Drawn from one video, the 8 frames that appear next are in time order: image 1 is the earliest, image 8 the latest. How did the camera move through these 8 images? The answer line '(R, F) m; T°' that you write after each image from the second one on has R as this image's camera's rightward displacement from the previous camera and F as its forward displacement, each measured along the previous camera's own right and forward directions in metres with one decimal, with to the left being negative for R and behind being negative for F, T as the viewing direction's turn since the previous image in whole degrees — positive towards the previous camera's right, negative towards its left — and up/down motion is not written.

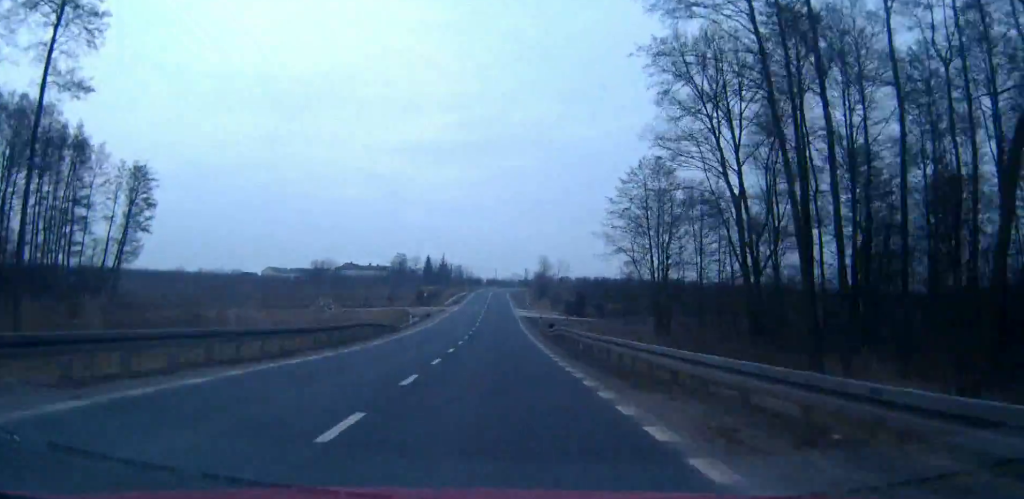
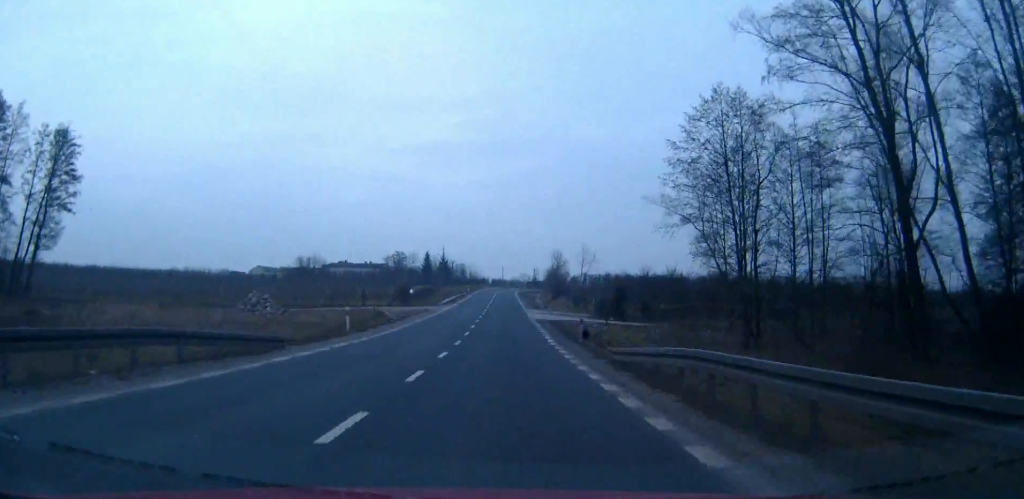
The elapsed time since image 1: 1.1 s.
(0.0, +23.7) m; 0°
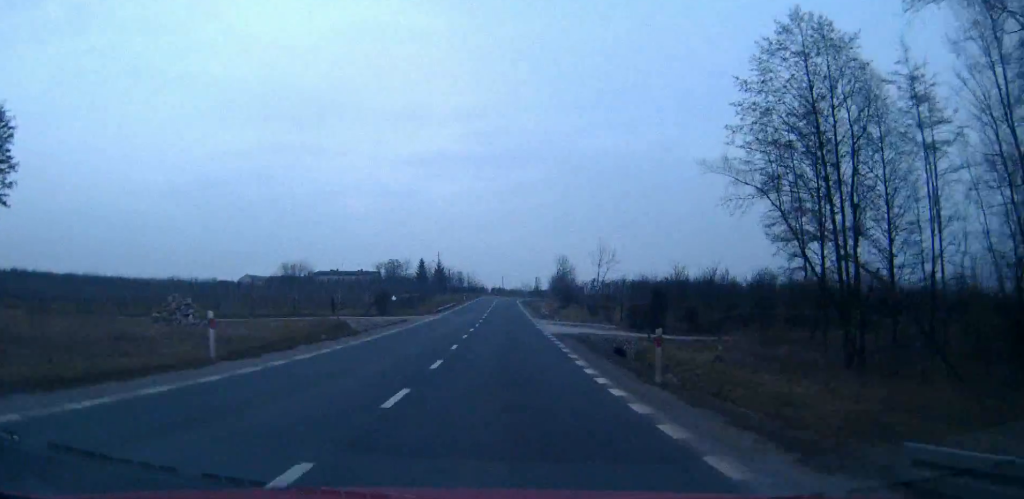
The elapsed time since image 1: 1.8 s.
(0.0, +14.5) m; 0°
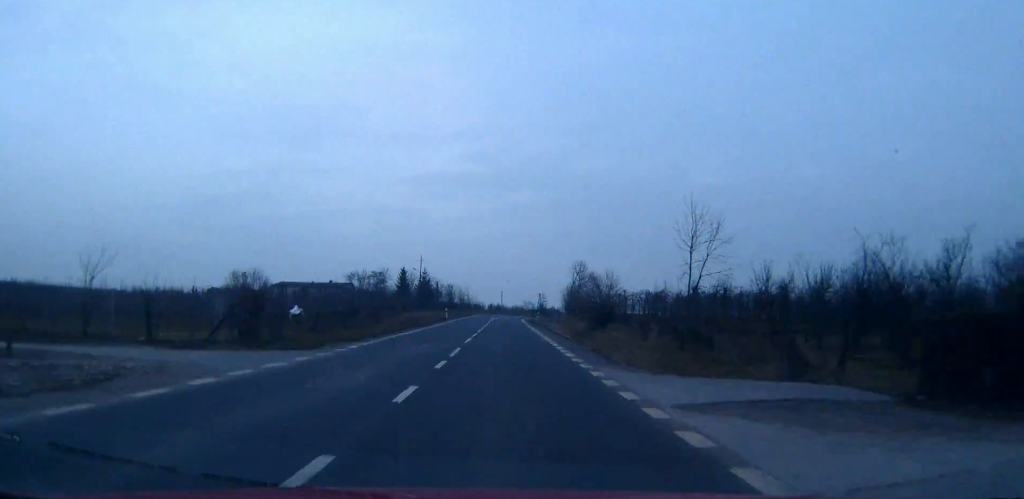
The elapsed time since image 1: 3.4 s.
(0.0, +34.9) m; 0°
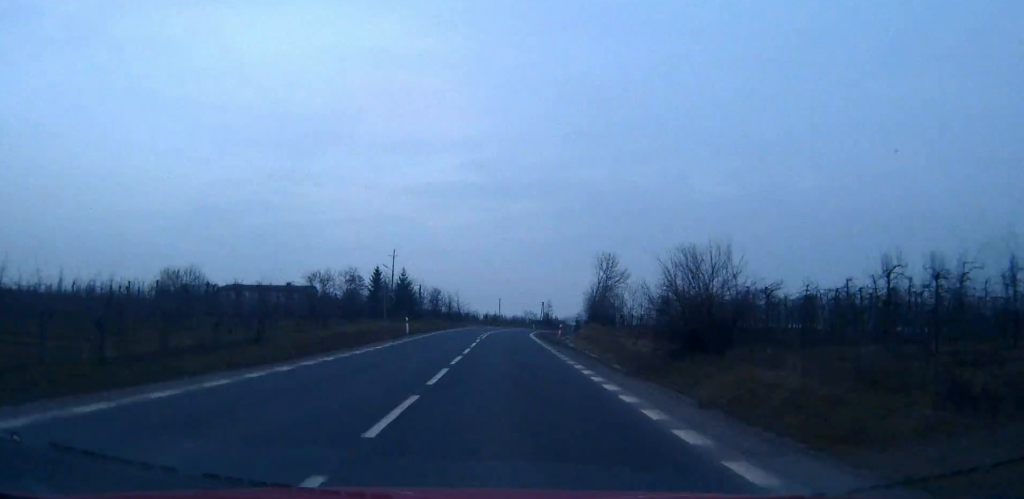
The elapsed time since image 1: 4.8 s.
(0.0, +32.0) m; 0°
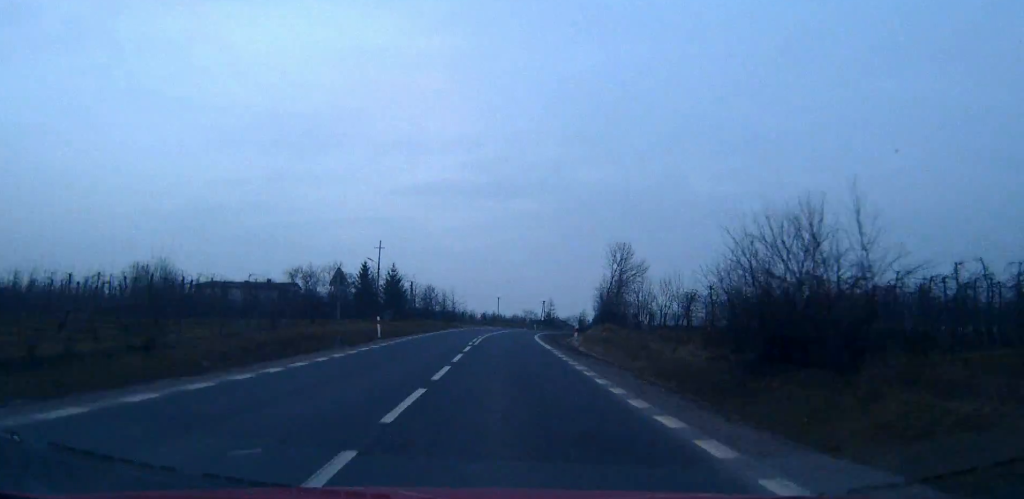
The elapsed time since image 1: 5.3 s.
(0.0, +10.9) m; 0°
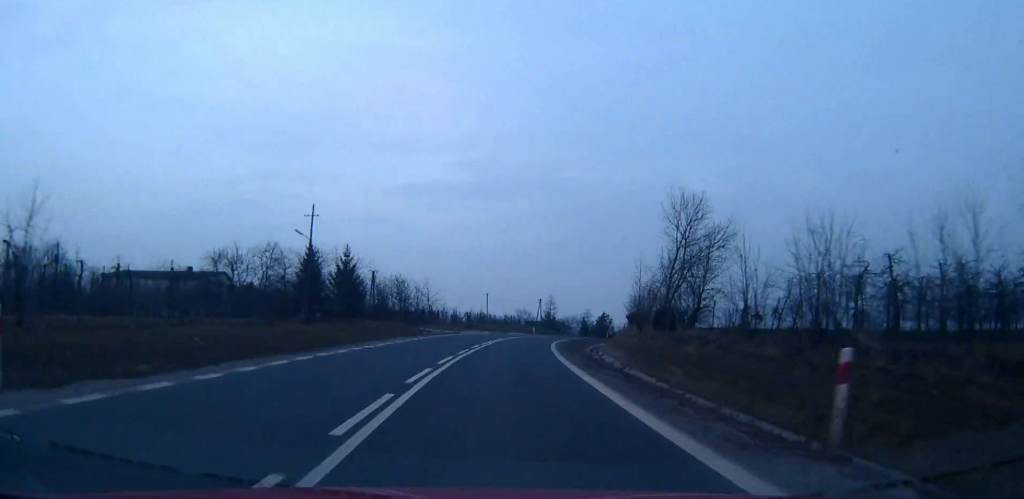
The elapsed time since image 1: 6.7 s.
(+0.1, +29.7) m; +1°
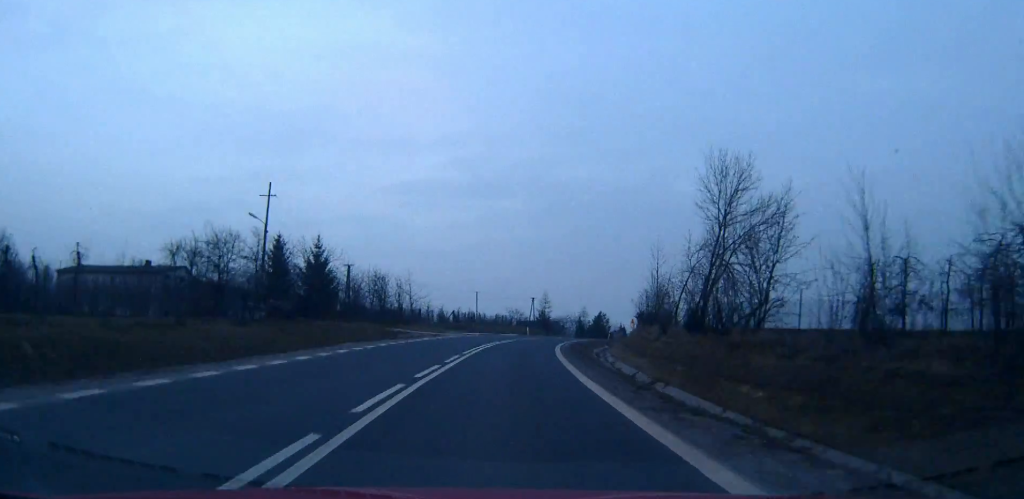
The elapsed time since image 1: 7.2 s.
(0.0, +10.1) m; +1°
